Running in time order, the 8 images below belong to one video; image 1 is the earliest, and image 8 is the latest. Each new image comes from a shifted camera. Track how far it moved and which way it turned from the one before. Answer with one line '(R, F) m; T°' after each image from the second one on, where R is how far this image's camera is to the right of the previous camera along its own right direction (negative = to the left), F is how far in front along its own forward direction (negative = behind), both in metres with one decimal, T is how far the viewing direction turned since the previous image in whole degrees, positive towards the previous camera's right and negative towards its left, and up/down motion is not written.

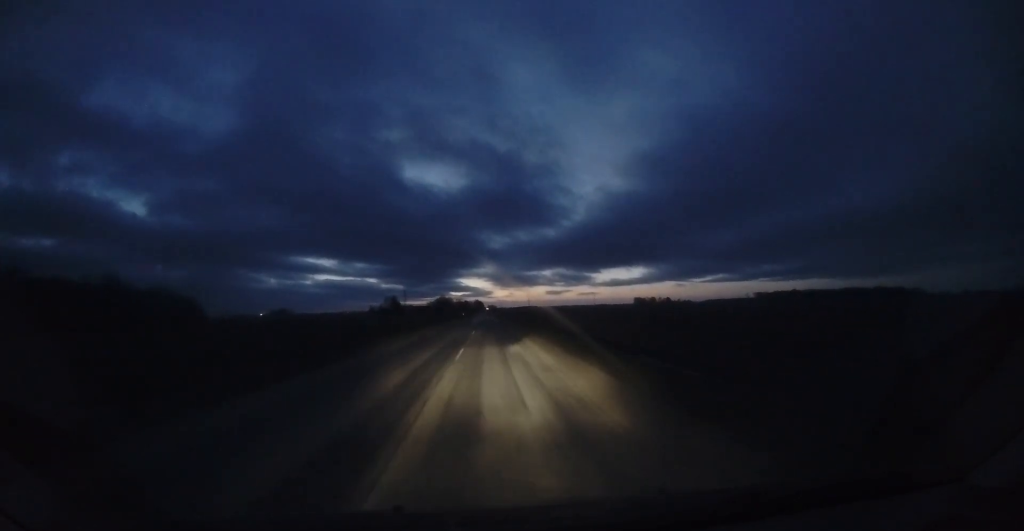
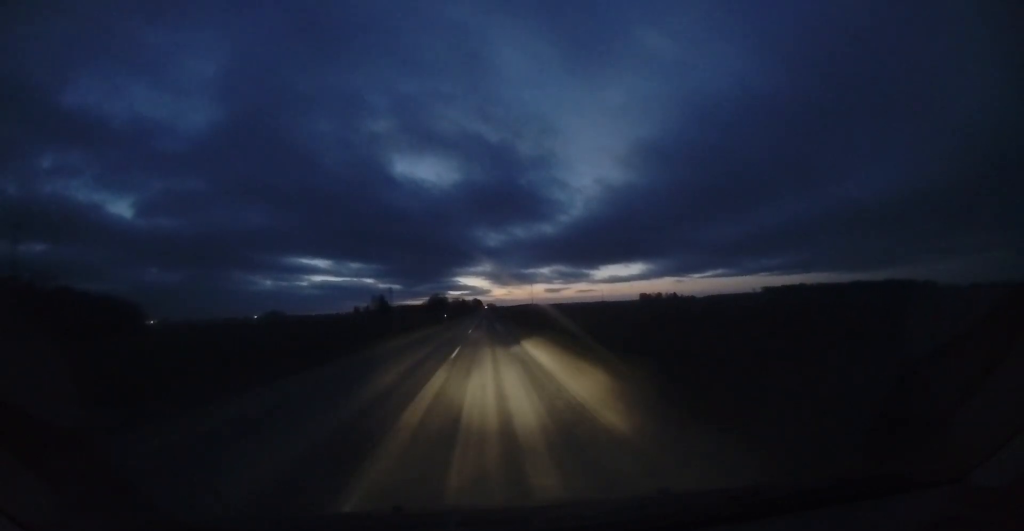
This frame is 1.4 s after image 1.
(+0.4, +35.1) m; +2°
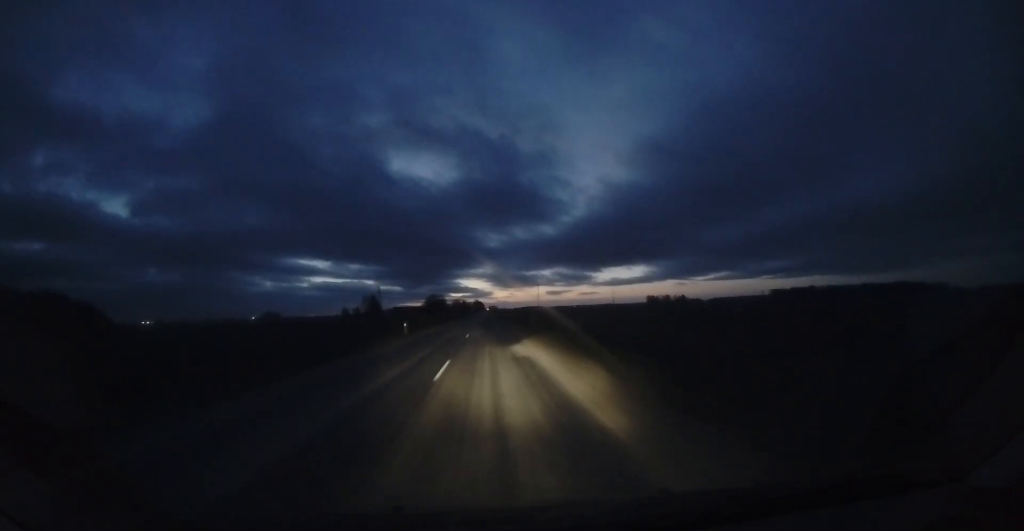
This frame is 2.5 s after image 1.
(+0.2, +27.1) m; 0°
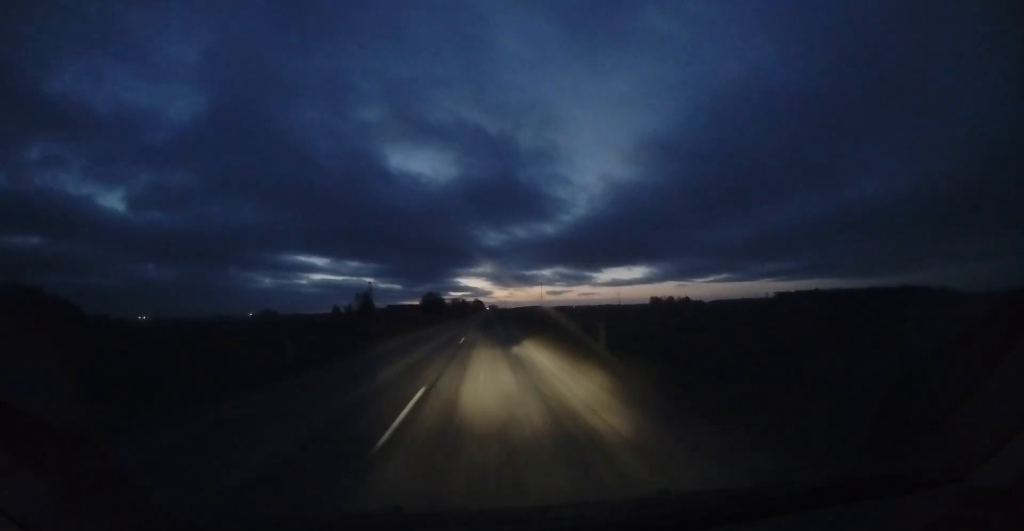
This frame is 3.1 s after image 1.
(0.0, +15.8) m; 0°
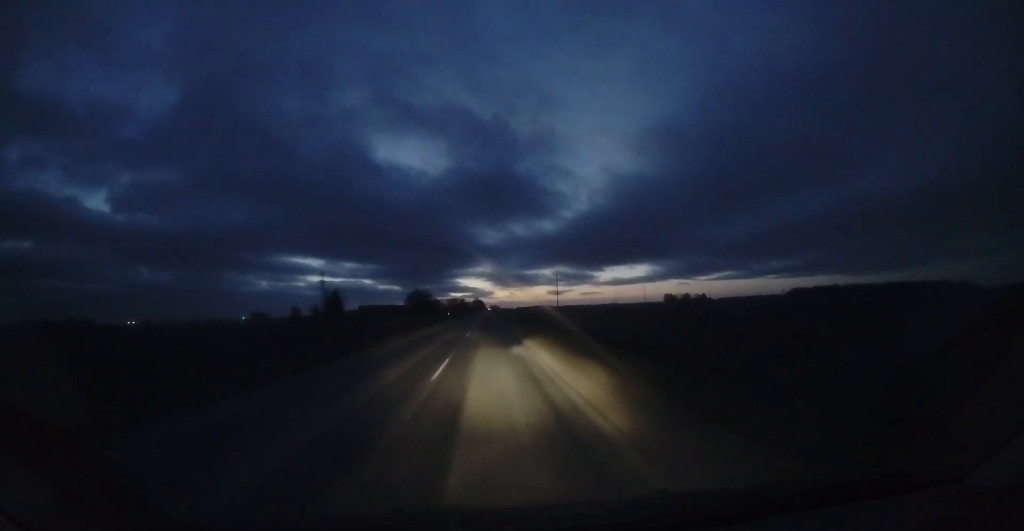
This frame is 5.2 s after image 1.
(-1.4, +55.6) m; -2°
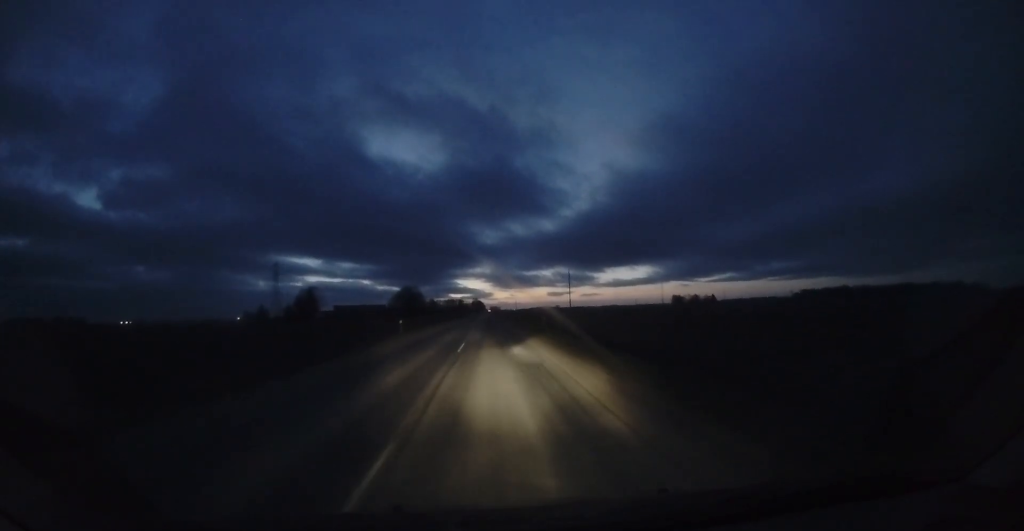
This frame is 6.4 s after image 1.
(+0.5, +30.5) m; +2°
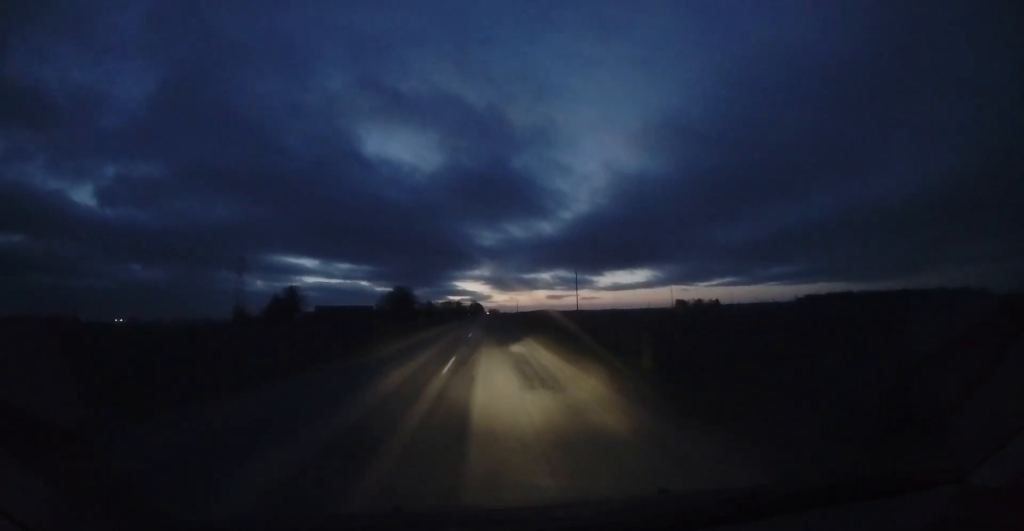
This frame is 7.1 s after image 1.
(+0.2, +16.2) m; 0°
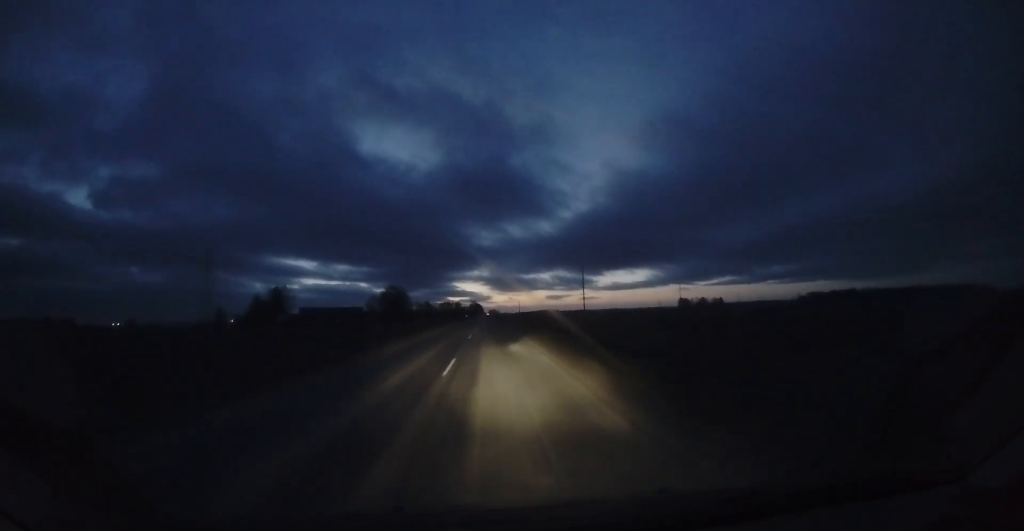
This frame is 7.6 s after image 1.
(+0.1, +12.4) m; 0°
